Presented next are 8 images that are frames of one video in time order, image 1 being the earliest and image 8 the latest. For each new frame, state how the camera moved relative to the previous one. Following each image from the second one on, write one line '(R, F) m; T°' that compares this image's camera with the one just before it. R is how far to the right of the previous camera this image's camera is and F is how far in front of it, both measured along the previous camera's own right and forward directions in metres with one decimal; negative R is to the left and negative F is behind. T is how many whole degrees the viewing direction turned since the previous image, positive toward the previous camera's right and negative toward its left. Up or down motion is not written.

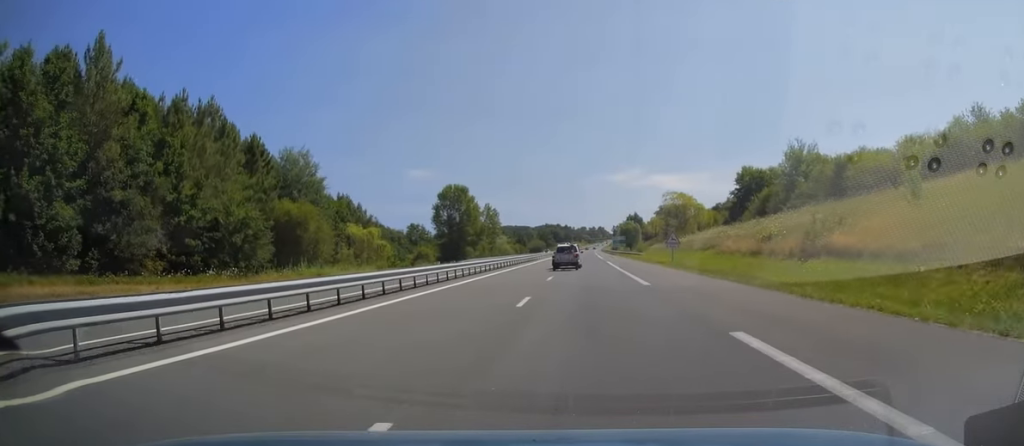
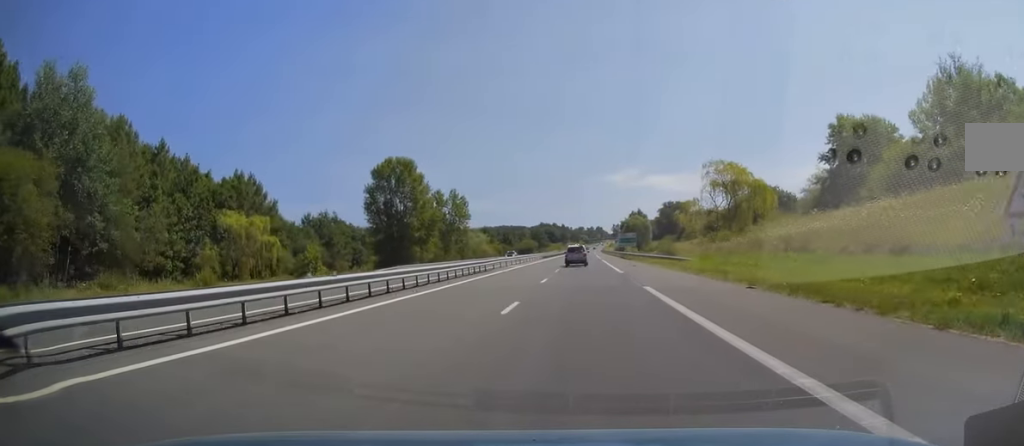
(-0.4, +40.7) m; 0°
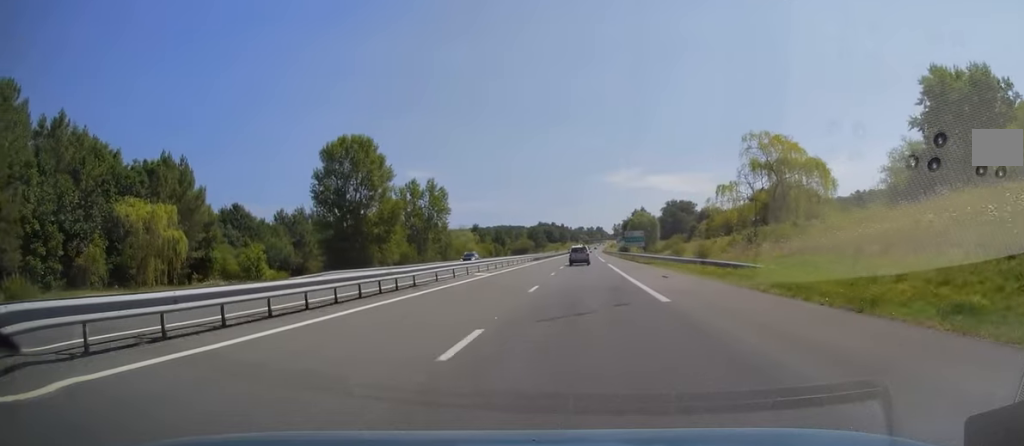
(+0.1, +18.6) m; 0°
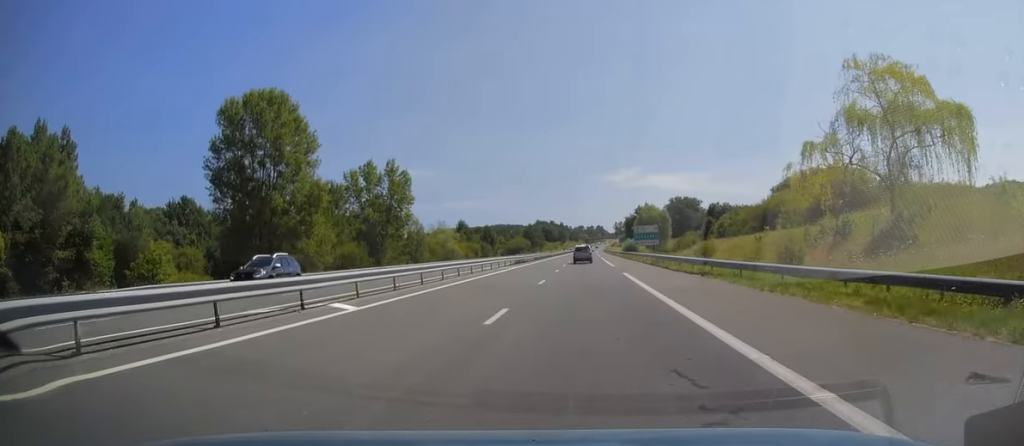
(+0.3, +22.5) m; 0°
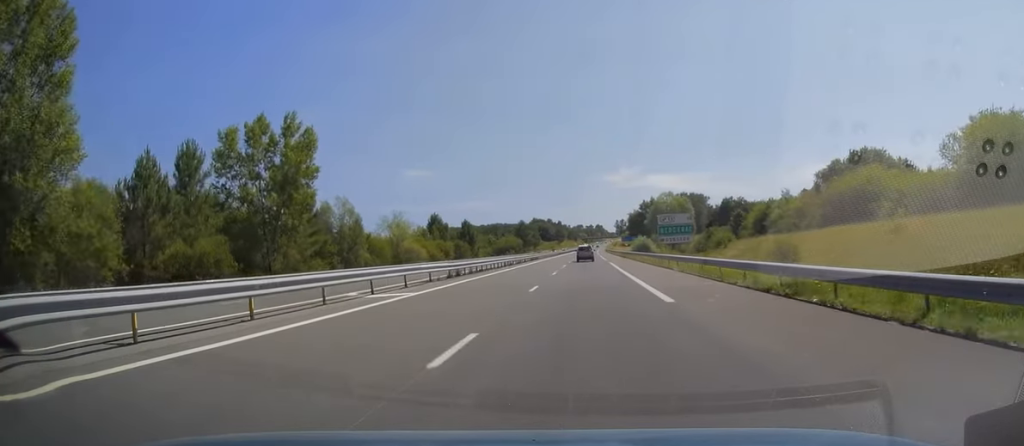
(-0.3, +30.4) m; 0°
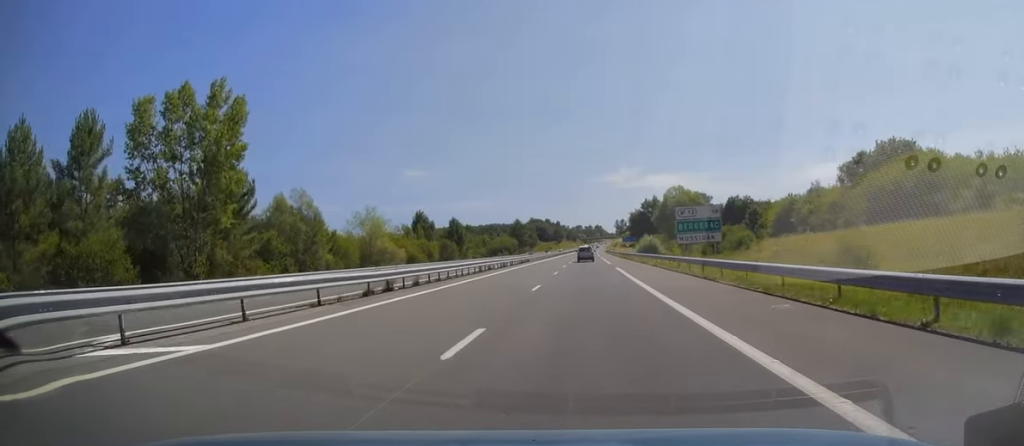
(+0.2, +12.2) m; 0°
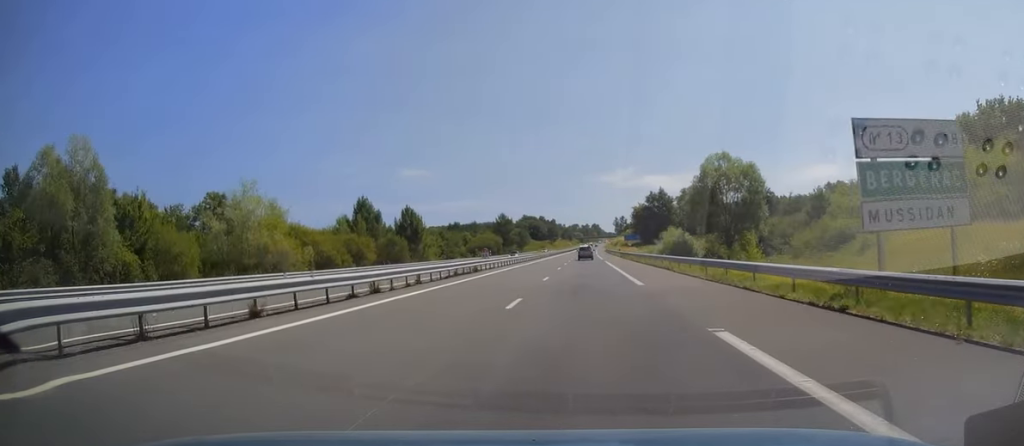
(-0.1, +32.9) m; 0°
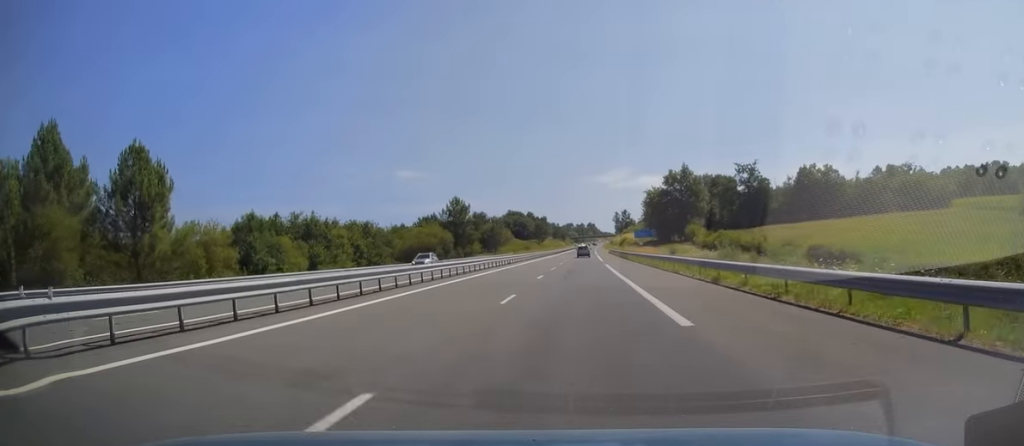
(+0.6, +64.3) m; +1°
